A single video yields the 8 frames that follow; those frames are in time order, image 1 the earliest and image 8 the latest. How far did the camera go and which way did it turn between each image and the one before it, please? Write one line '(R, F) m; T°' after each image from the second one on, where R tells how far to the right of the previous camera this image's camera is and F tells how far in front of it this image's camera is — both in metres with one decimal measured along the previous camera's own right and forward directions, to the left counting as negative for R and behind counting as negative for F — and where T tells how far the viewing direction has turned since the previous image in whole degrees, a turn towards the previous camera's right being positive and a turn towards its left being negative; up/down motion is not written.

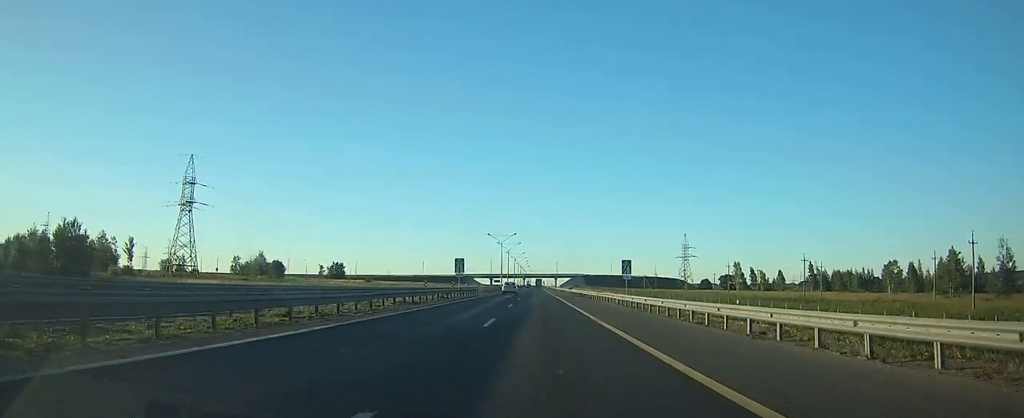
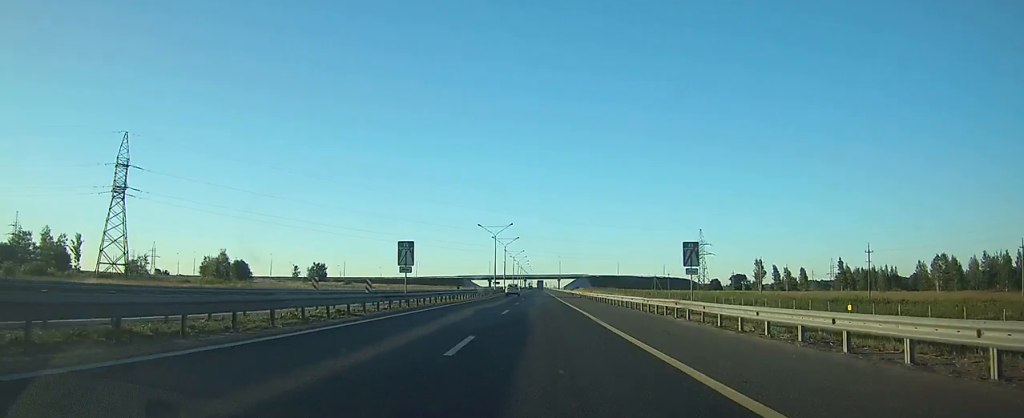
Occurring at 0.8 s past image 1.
(-0.1, +23.3) m; 0°
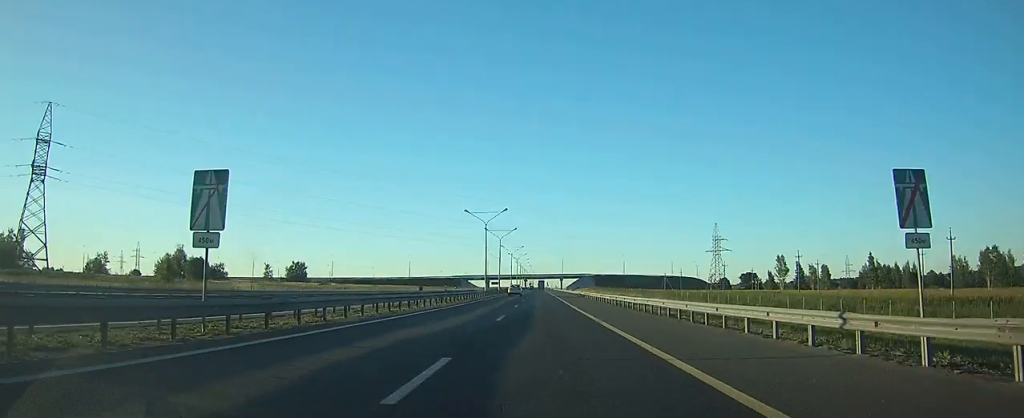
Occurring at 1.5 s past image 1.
(-0.1, +20.5) m; 0°
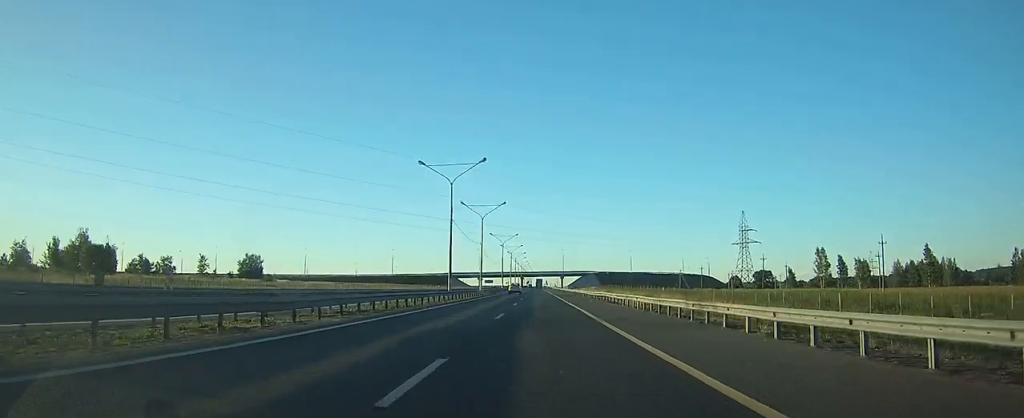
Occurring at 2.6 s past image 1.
(0.0, +32.3) m; 0°
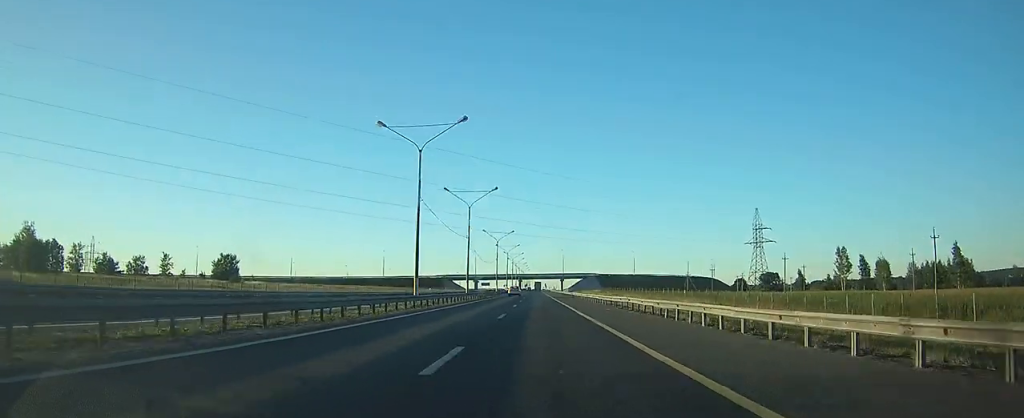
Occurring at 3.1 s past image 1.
(0.0, +13.8) m; 0°
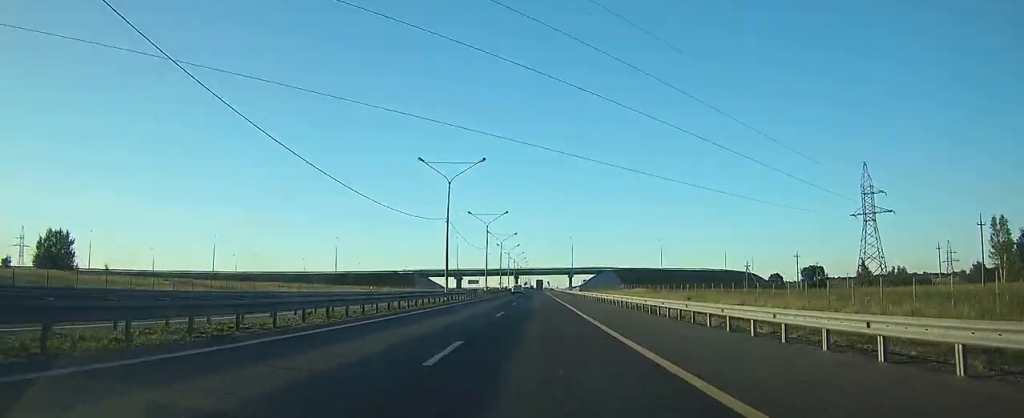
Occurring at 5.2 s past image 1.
(0.0, +63.4) m; 0°
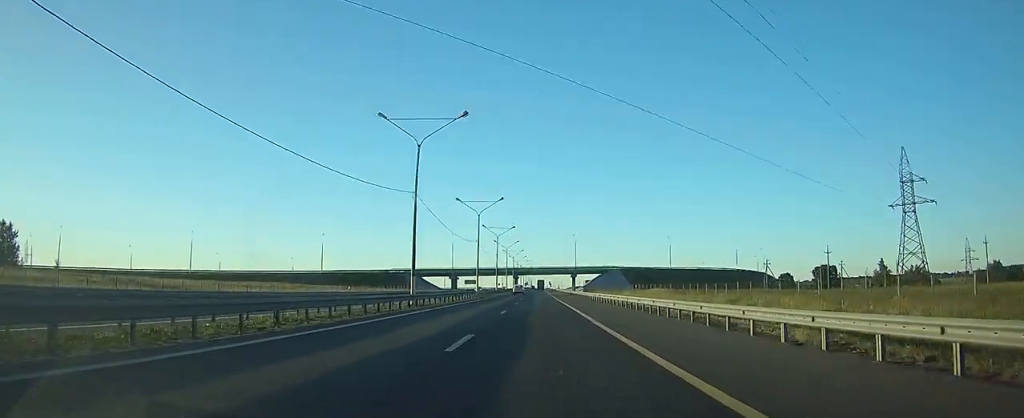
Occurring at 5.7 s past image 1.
(0.0, +13.9) m; 0°
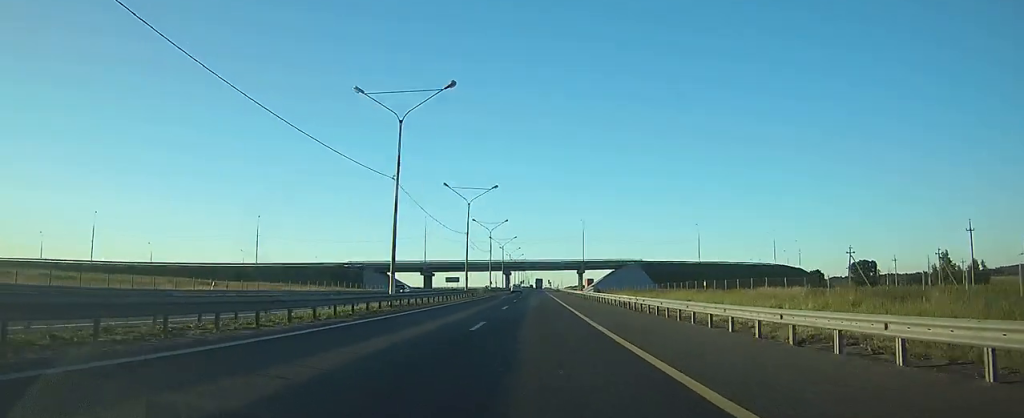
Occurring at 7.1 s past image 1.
(0.0, +42.8) m; 0°
